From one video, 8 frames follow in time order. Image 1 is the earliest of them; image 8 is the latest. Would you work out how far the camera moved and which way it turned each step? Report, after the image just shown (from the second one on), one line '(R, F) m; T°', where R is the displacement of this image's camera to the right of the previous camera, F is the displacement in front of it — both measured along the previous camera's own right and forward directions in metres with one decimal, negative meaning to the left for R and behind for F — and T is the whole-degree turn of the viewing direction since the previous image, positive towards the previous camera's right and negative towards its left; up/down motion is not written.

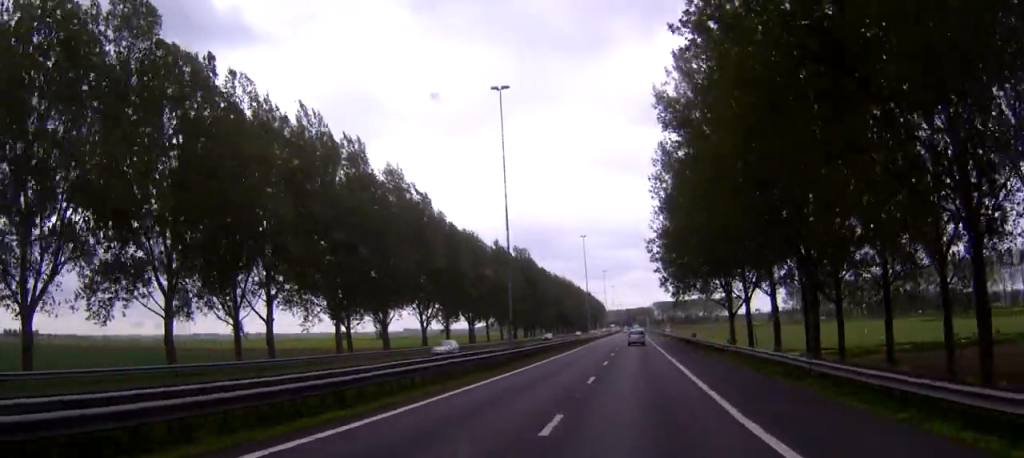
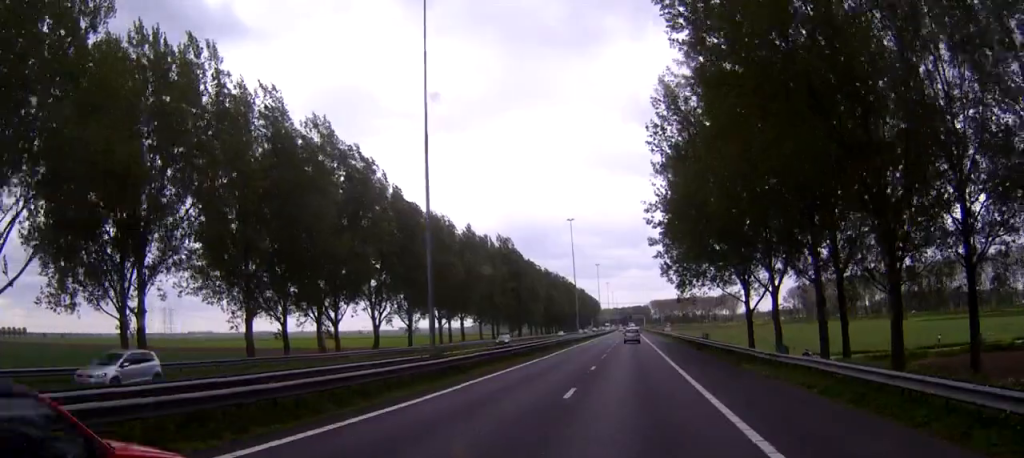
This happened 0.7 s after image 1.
(0.0, +18.2) m; 0°
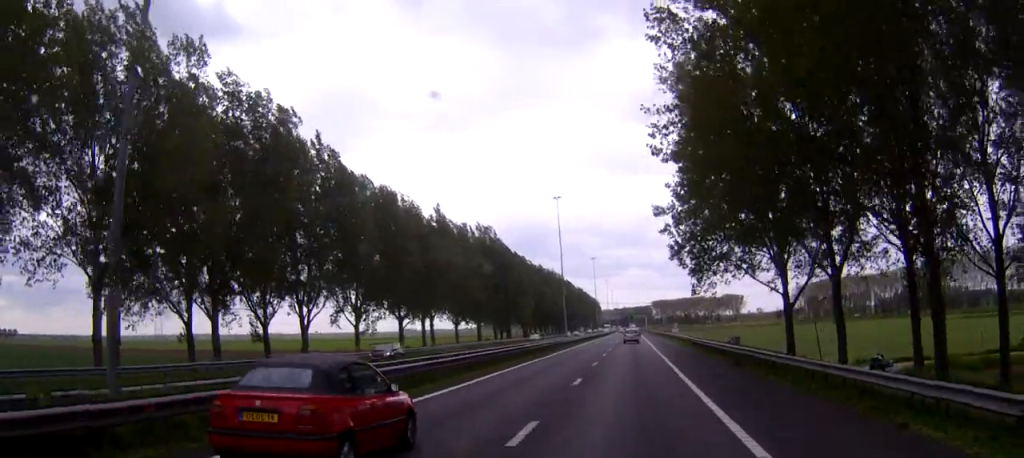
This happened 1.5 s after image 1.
(+0.1, +19.8) m; 0°
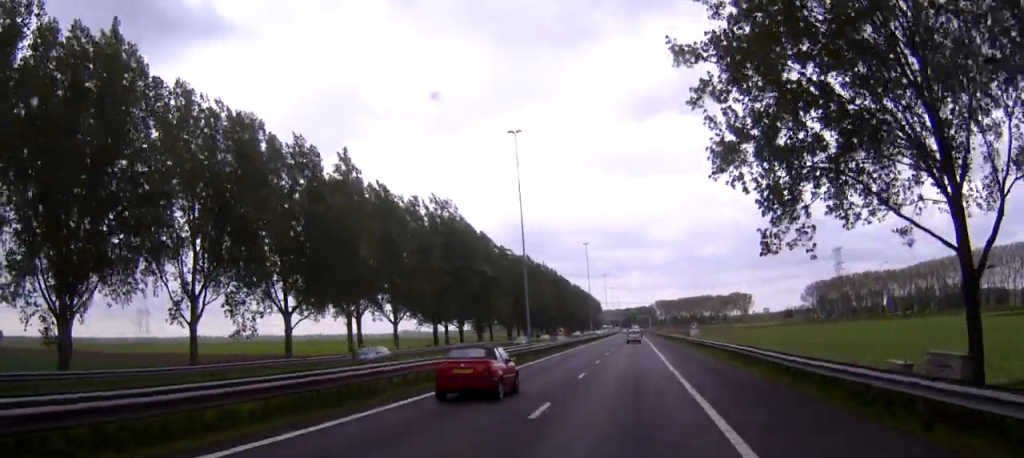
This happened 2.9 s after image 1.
(0.0, +33.0) m; 0°
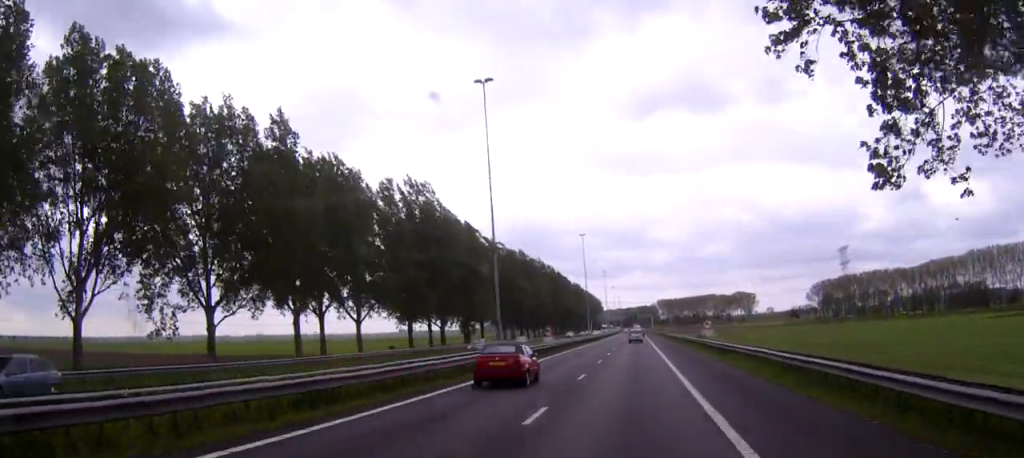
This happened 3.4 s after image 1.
(+0.1, +13.2) m; 0°
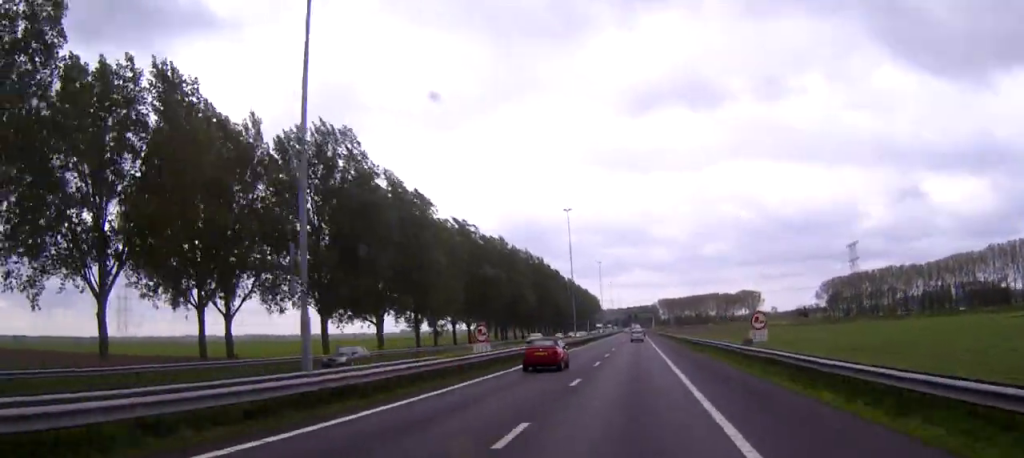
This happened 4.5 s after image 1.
(-0.2, +27.3) m; 0°
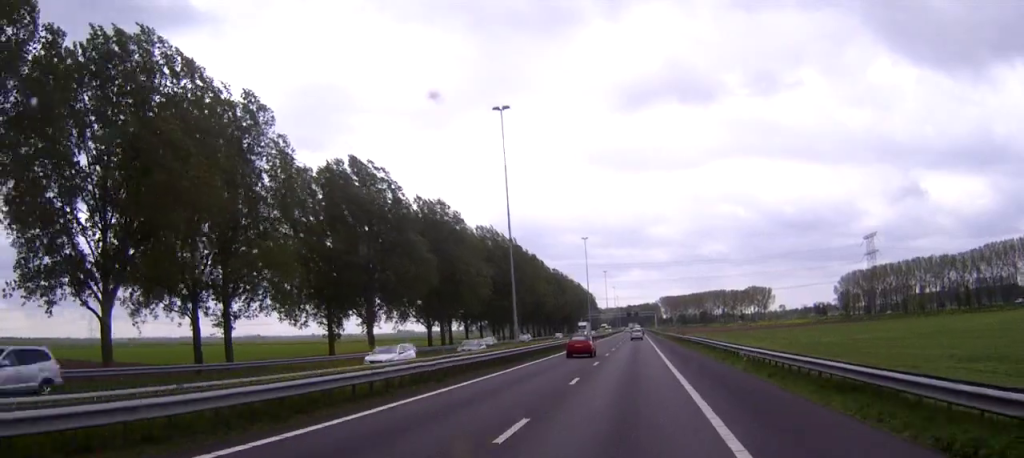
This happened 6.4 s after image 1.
(+0.2, +48.1) m; 0°
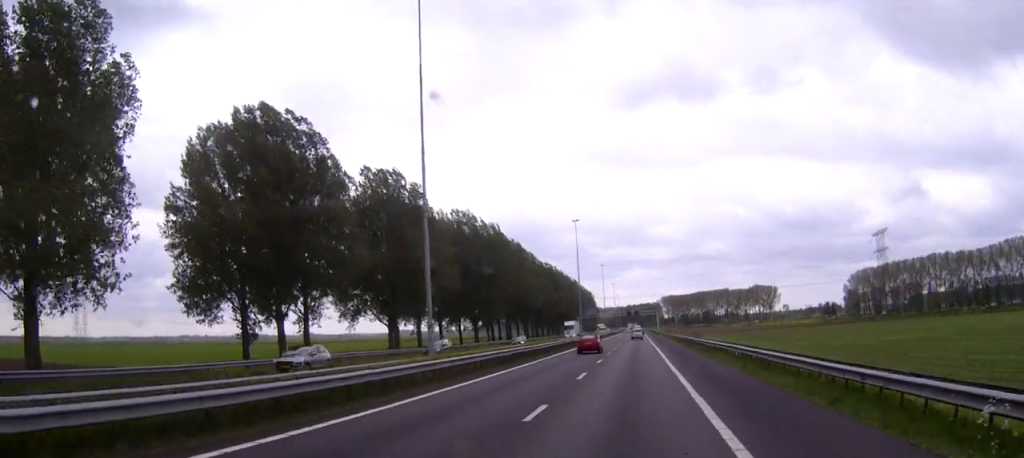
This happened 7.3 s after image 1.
(0.0, +21.5) m; 0°
